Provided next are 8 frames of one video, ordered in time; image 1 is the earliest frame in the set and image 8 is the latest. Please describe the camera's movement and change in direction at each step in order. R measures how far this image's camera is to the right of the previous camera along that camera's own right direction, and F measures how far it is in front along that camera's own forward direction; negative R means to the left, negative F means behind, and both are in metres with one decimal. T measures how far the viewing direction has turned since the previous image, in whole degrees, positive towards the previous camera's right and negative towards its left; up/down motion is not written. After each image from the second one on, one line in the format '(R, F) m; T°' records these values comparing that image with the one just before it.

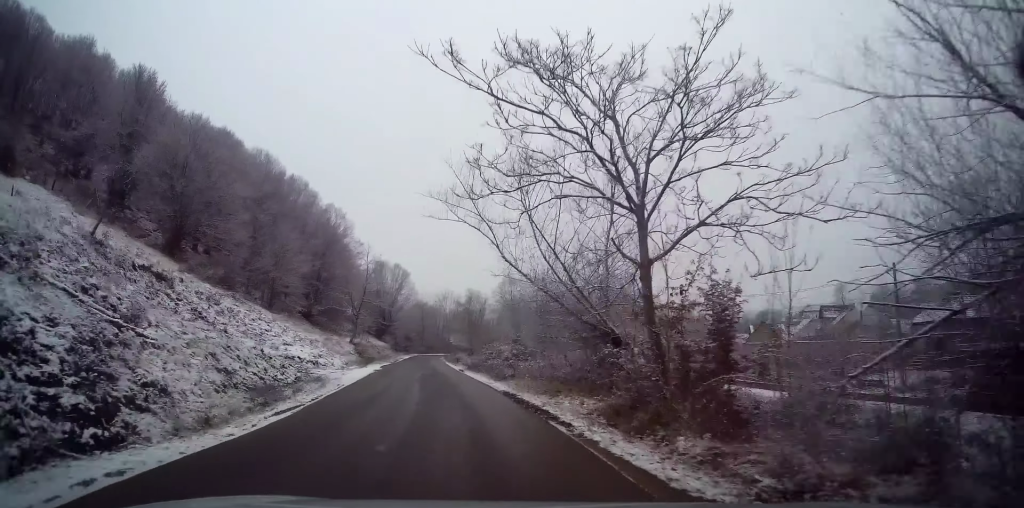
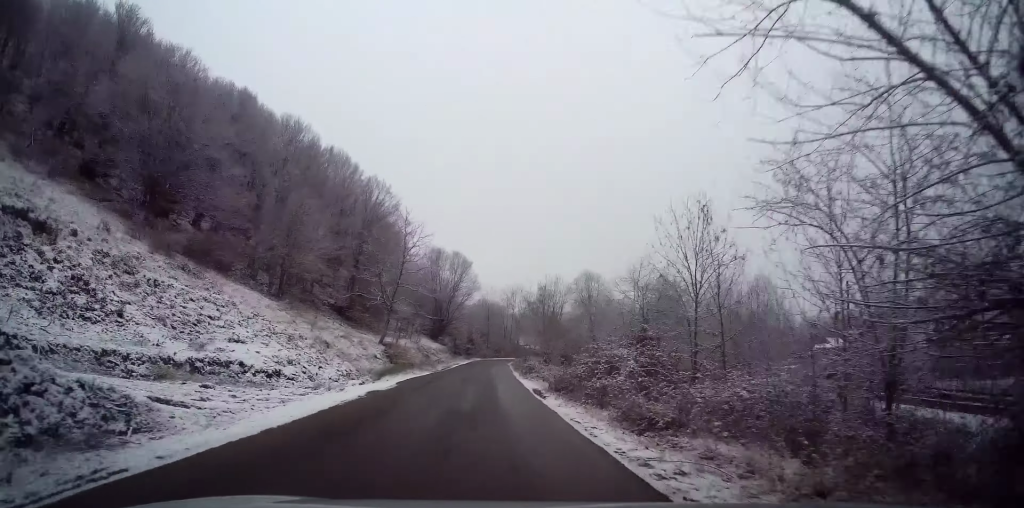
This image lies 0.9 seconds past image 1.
(-1.0, +13.5) m; -4°
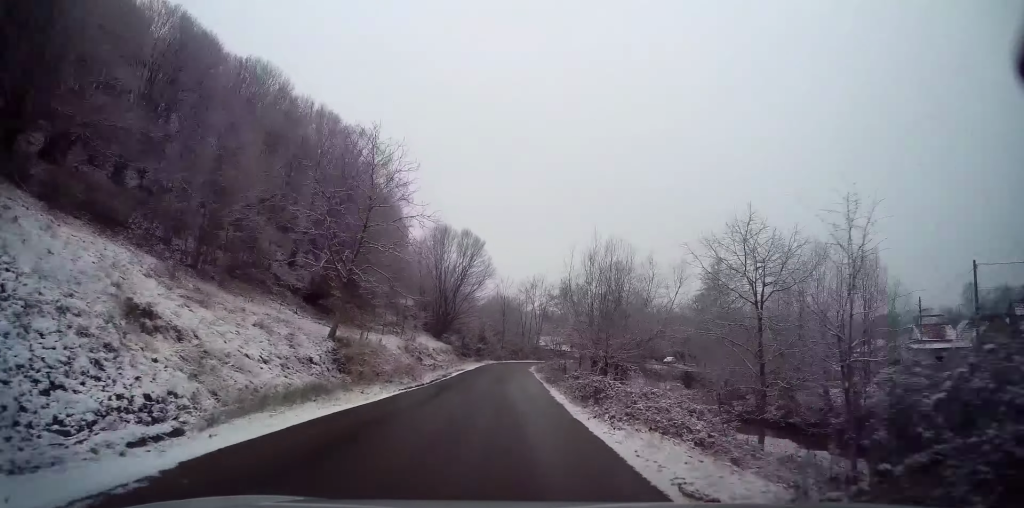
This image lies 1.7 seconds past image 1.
(-0.3, +13.7) m; -1°
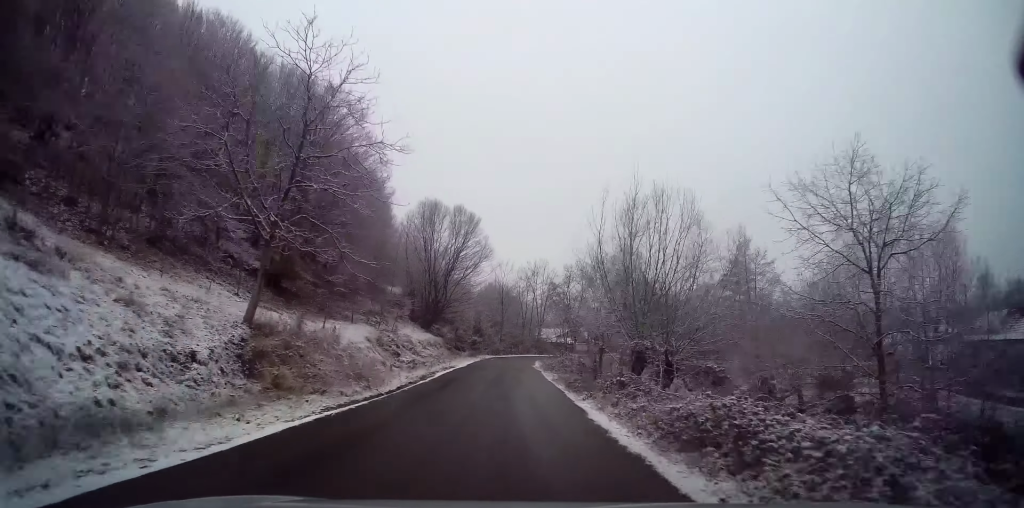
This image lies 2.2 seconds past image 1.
(0.0, +7.4) m; 0°
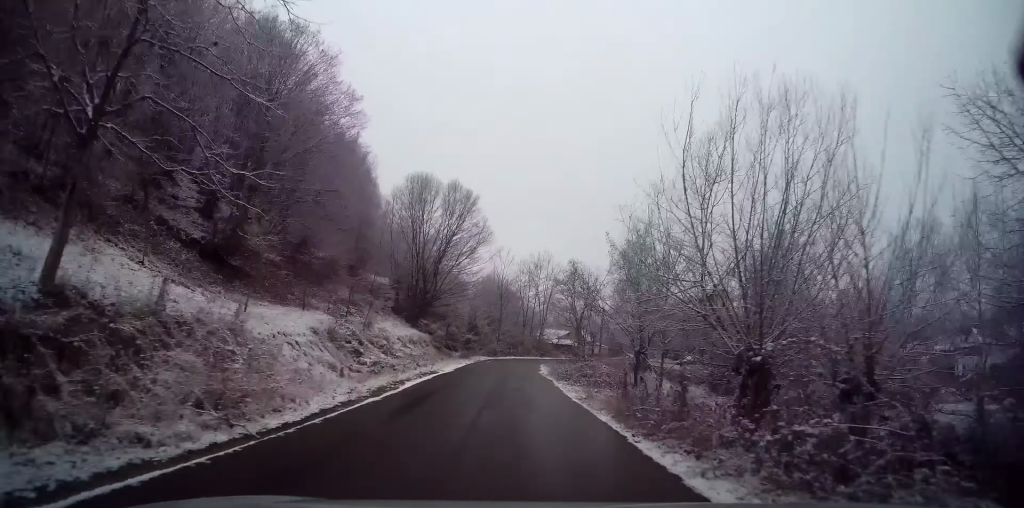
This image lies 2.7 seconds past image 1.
(0.0, +7.4) m; +1°
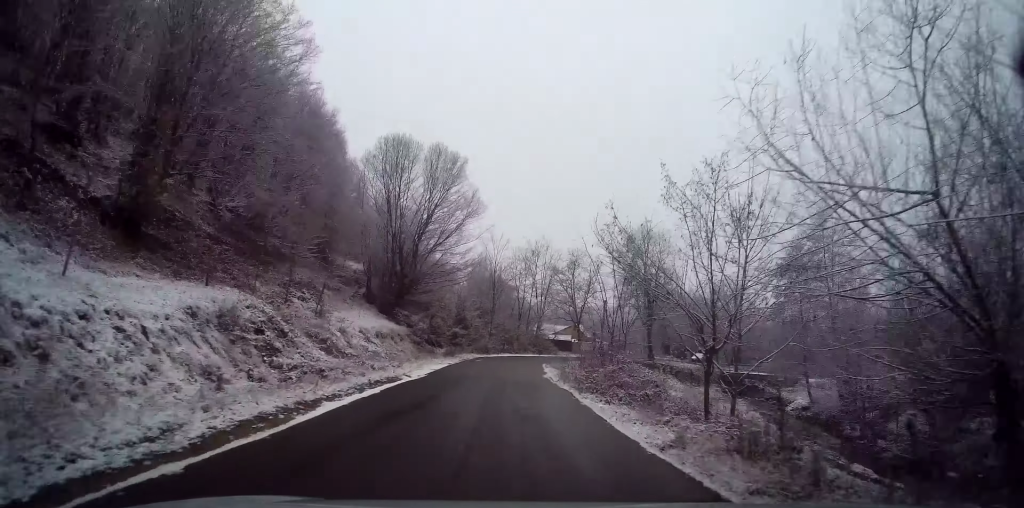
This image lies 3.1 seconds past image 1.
(-0.1, +7.4) m; +1°
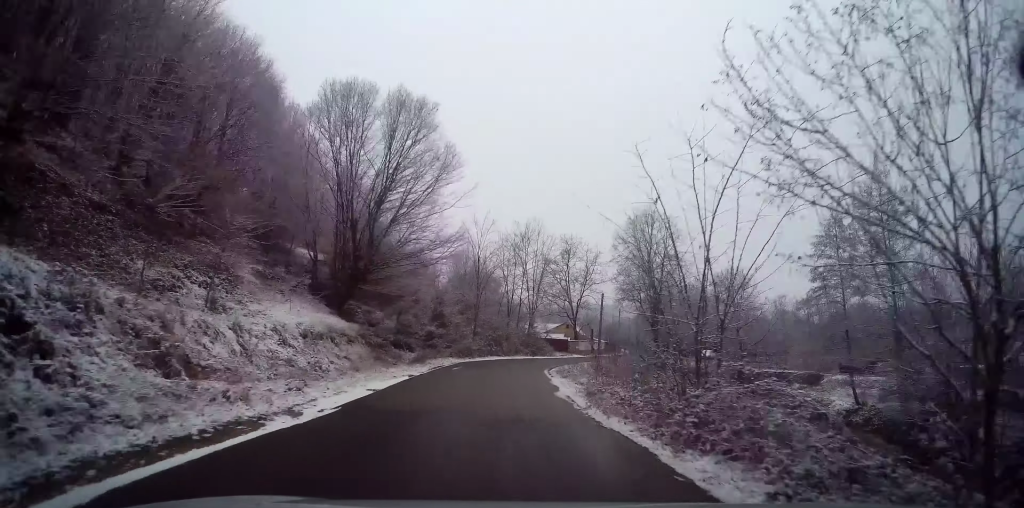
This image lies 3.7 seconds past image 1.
(+0.3, +8.3) m; +1°
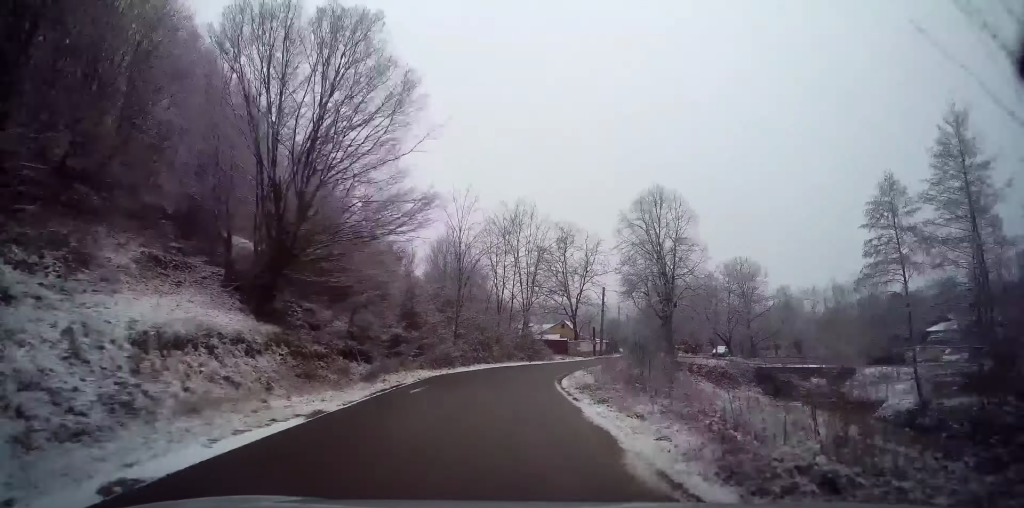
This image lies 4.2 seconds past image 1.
(+0.2, +8.3) m; +1°
